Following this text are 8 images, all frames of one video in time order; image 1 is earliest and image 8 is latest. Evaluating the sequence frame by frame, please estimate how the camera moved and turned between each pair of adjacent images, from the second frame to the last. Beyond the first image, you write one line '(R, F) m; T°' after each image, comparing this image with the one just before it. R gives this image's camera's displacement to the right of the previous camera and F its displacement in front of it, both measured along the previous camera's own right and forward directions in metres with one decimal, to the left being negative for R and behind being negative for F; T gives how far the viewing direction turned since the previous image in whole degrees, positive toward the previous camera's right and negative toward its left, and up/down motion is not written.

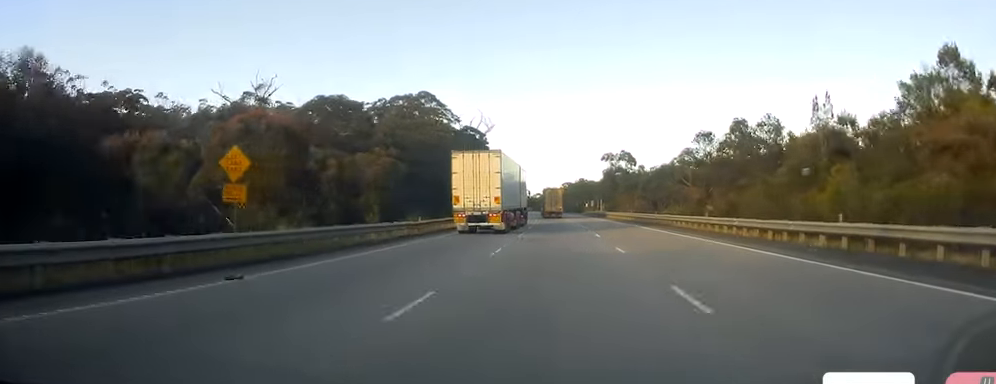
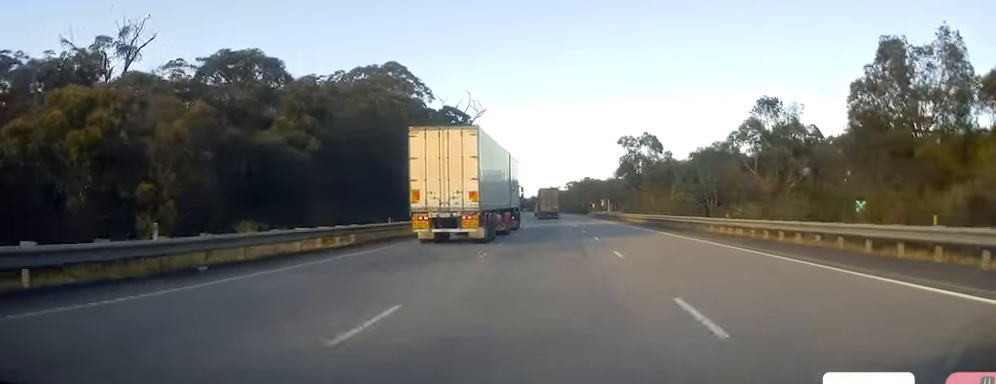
(-0.4, +26.2) m; 0°
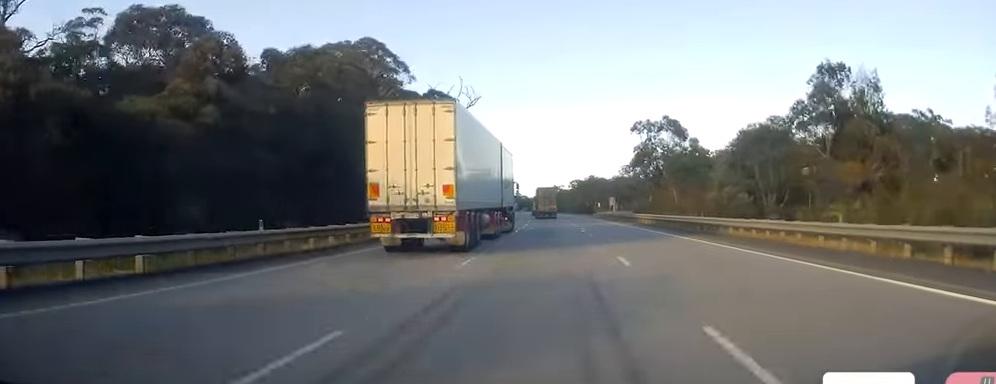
(0.0, +14.6) m; 0°
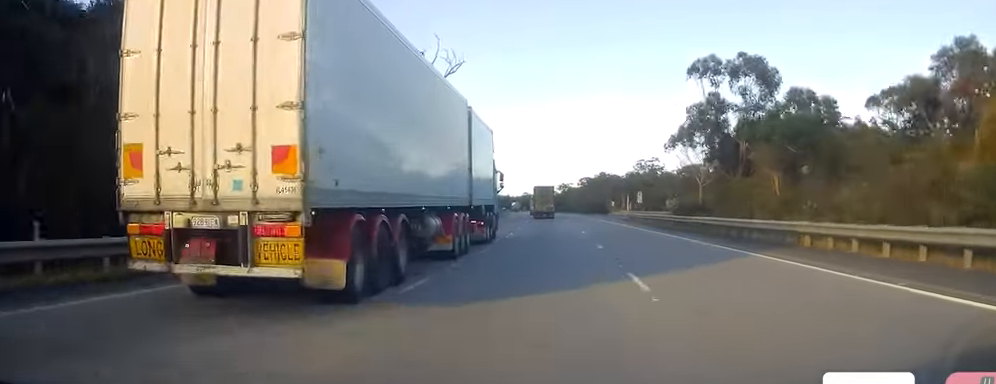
(+0.2, +29.1) m; 0°
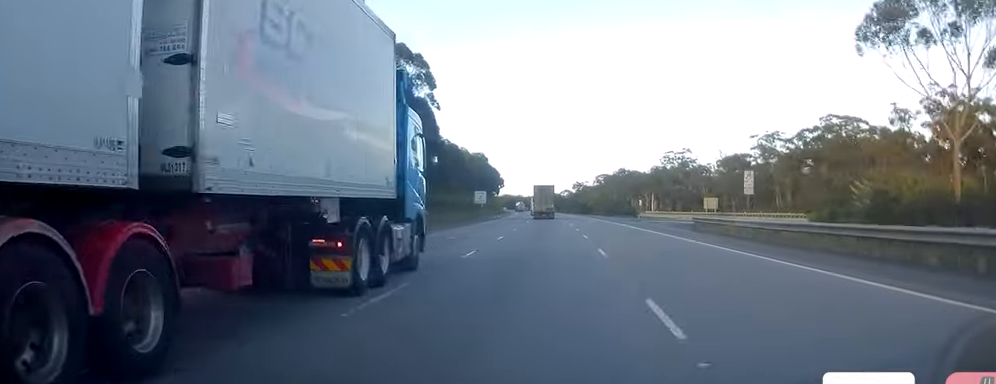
(-0.5, +40.7) m; -2°
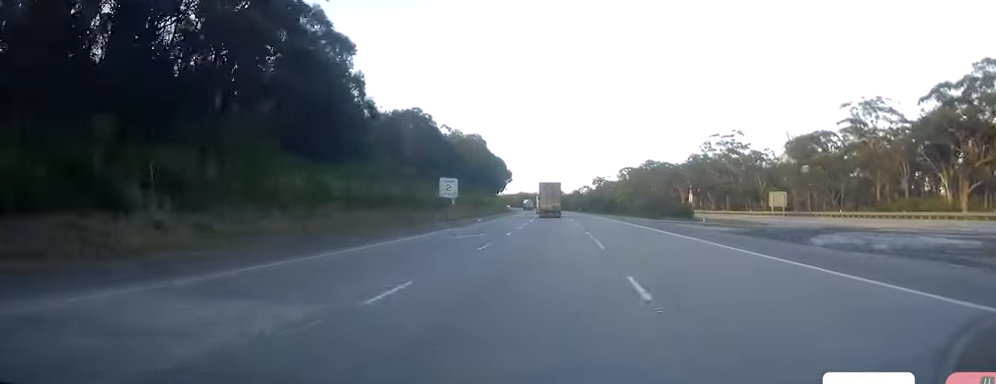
(-1.0, +45.3) m; -2°
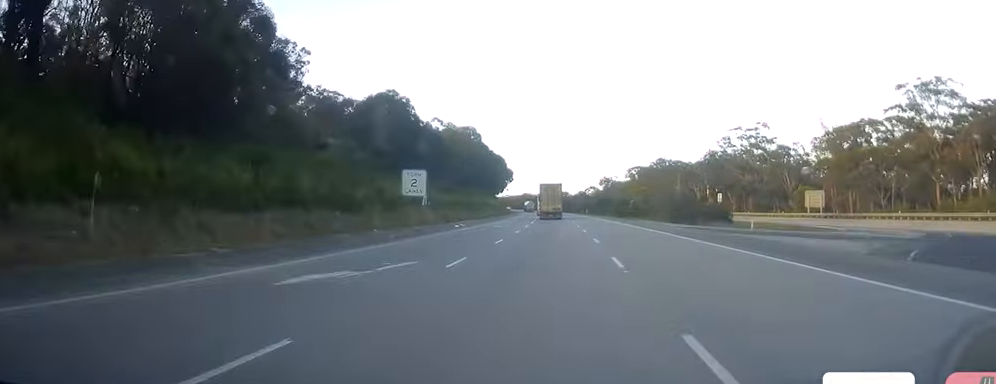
(+0.1, +18.4) m; 0°
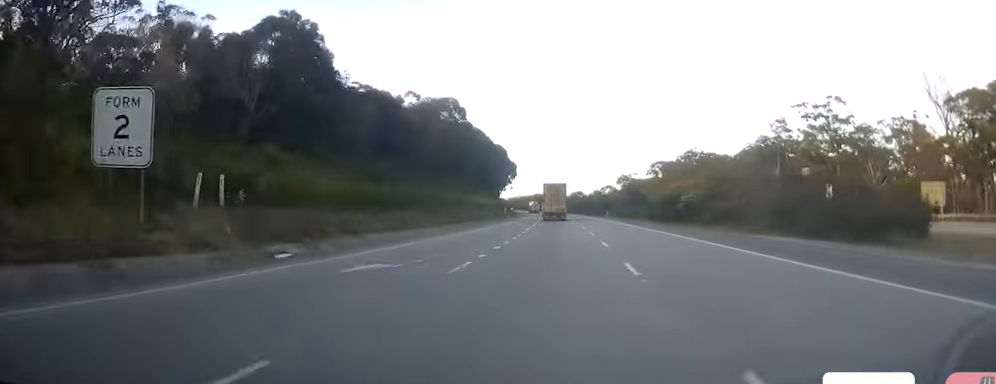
(-0.2, +37.8) m; -1°
